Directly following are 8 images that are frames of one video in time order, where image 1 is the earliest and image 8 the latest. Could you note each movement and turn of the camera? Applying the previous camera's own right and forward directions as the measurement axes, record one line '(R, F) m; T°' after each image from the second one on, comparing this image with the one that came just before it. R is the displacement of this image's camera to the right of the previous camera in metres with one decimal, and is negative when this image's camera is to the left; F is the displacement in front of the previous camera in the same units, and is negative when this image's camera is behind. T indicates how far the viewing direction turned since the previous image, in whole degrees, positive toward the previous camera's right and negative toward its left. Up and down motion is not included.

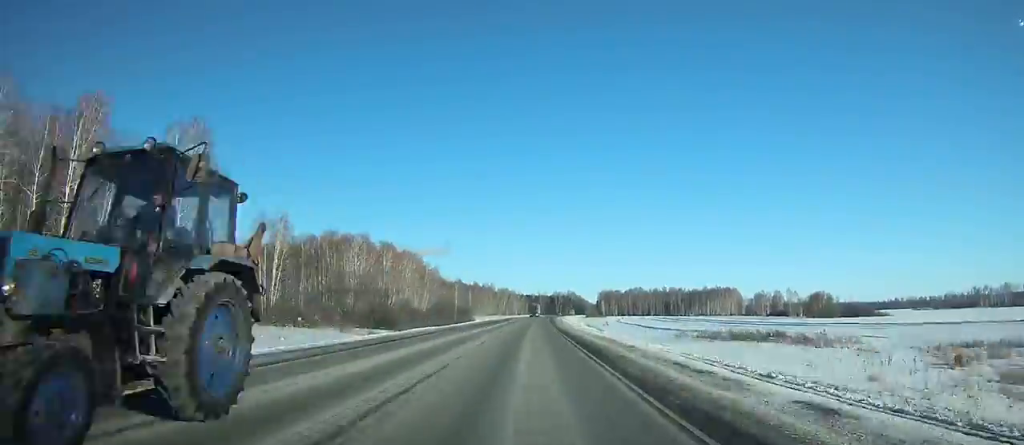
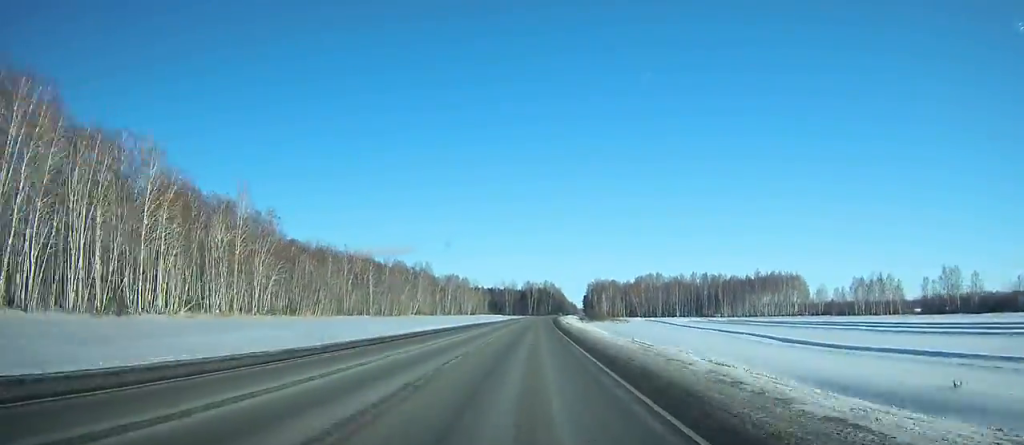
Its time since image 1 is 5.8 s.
(+5.4, +185.8) m; +3°
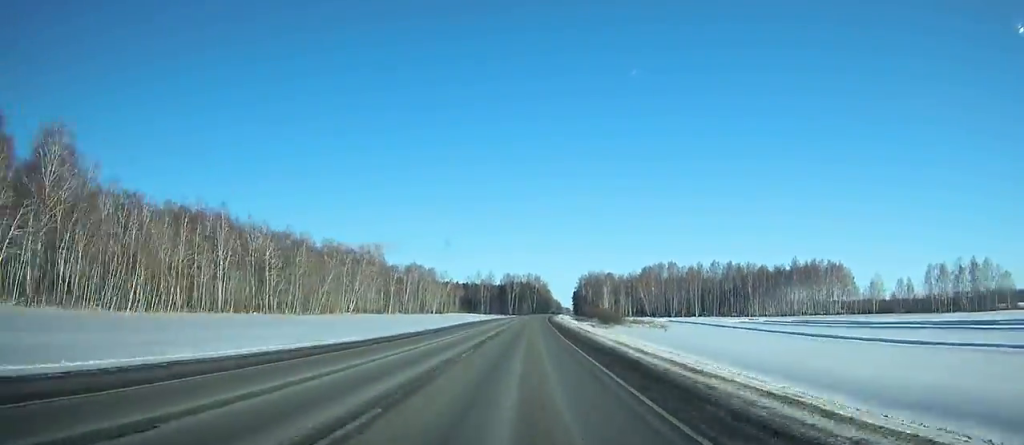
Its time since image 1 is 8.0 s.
(+0.4, +72.8) m; +1°
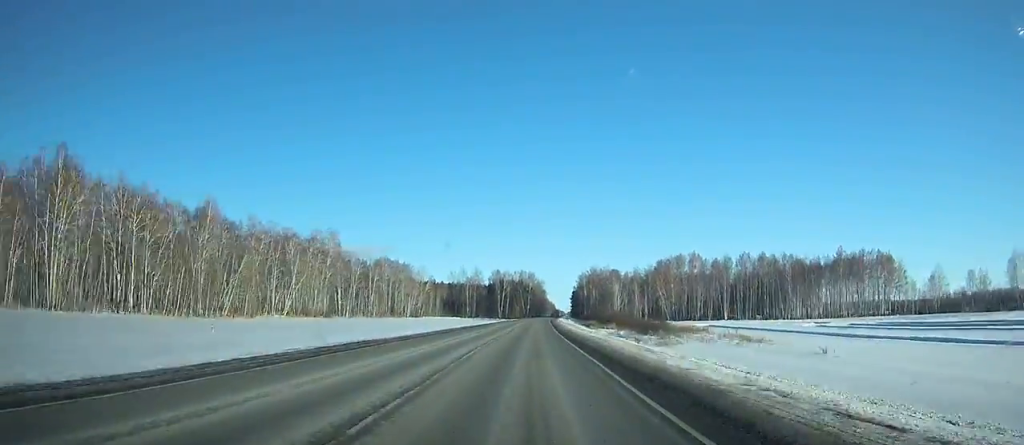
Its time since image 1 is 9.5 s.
(+0.8, +47.1) m; +1°
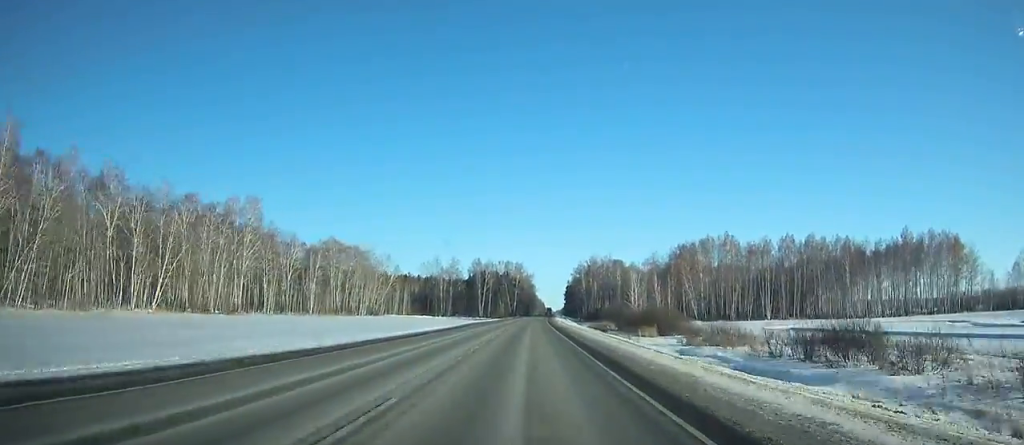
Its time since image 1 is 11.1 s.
(+0.1, +50.2) m; +1°
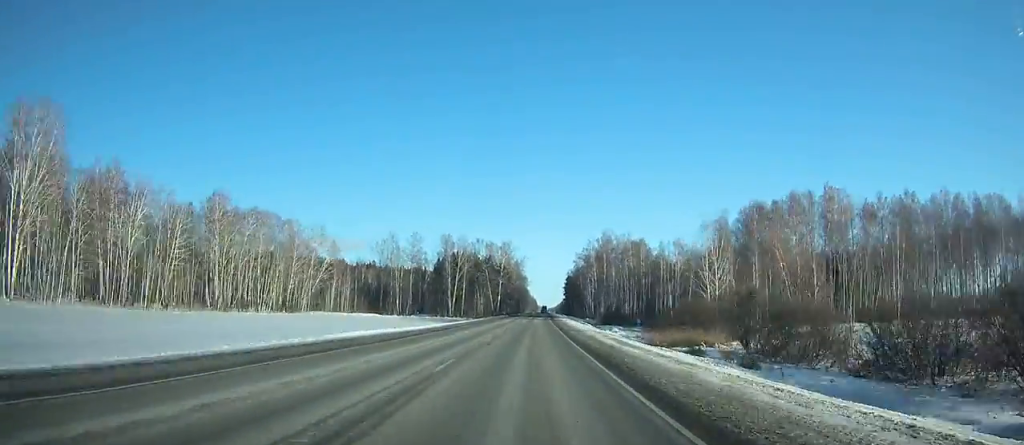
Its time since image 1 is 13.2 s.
(+1.2, +61.9) m; +1°
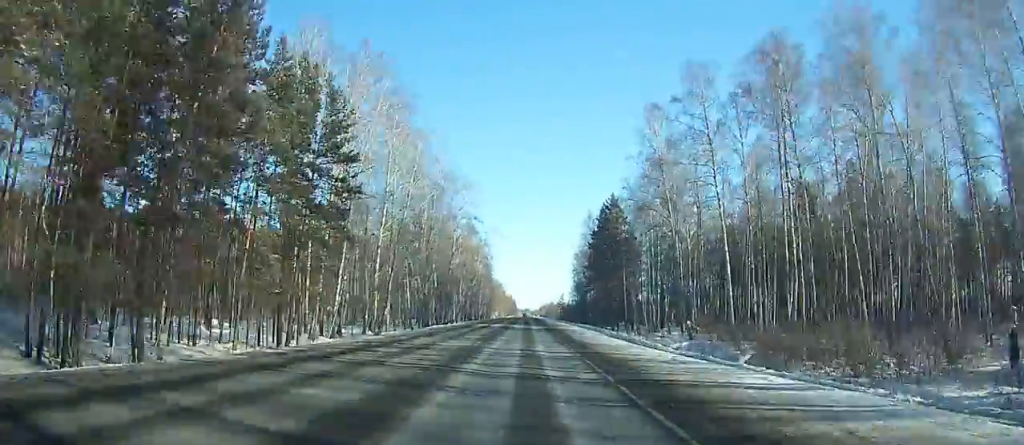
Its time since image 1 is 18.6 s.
(+2.5, +159.8) m; +1°
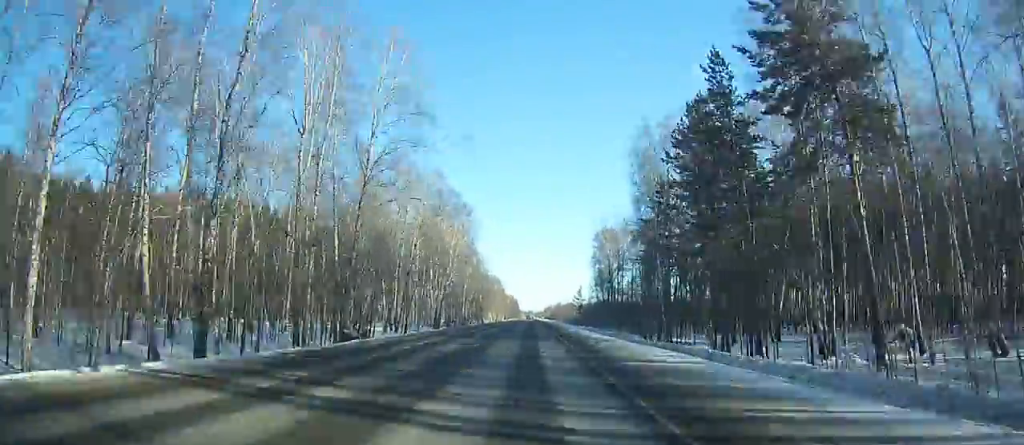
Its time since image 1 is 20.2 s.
(+0.3, +49.0) m; 0°
